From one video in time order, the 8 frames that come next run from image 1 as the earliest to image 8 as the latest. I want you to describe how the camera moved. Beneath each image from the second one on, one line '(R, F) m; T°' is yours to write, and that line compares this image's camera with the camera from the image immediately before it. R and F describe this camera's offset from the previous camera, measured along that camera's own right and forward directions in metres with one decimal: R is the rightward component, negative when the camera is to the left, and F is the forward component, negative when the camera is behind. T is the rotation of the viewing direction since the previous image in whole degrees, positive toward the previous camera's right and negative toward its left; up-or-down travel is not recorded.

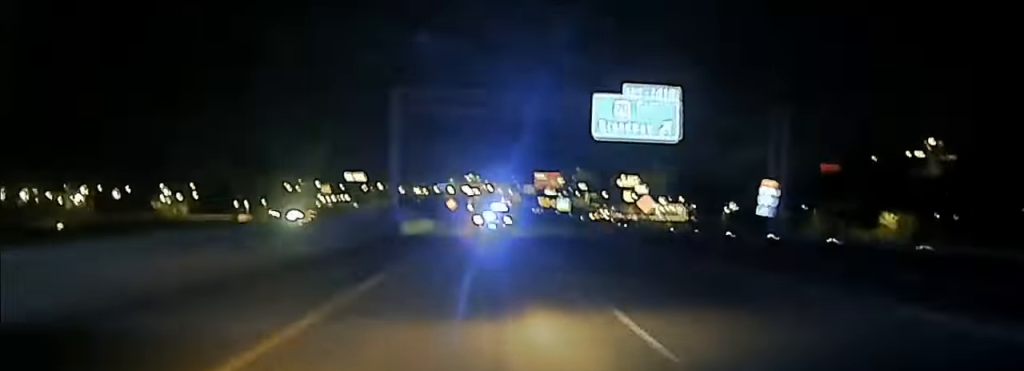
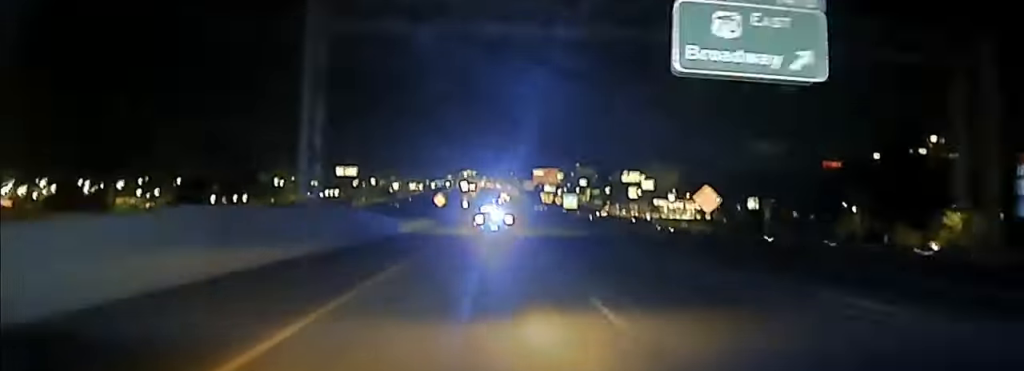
(0.0, +26.2) m; 0°
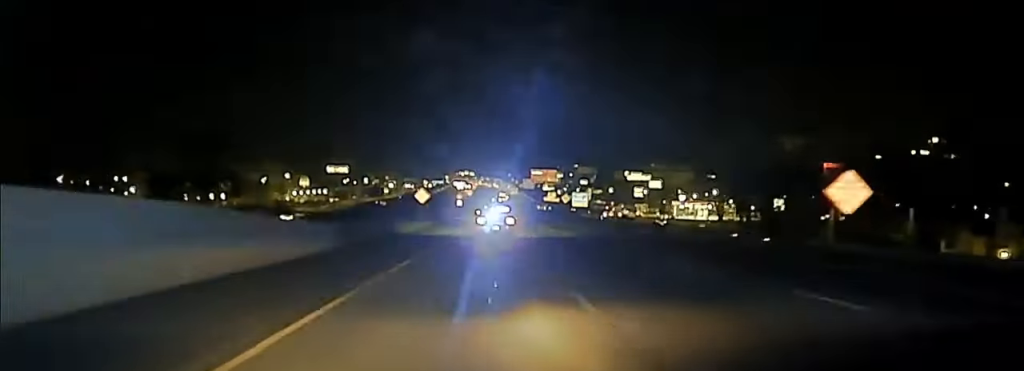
(+0.1, +23.4) m; 0°
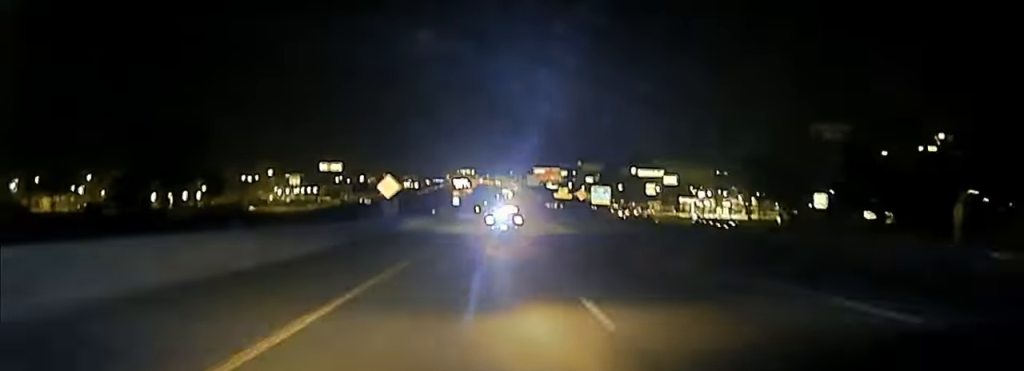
(+0.1, +26.9) m; 0°
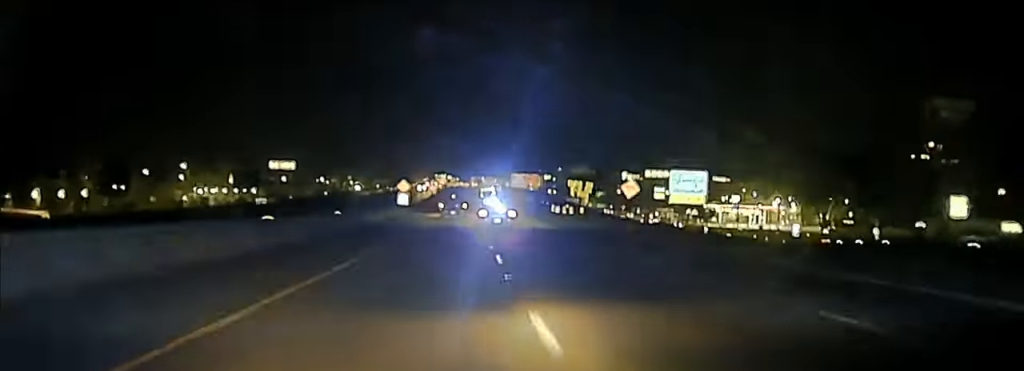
(+0.1, +62.7) m; +1°
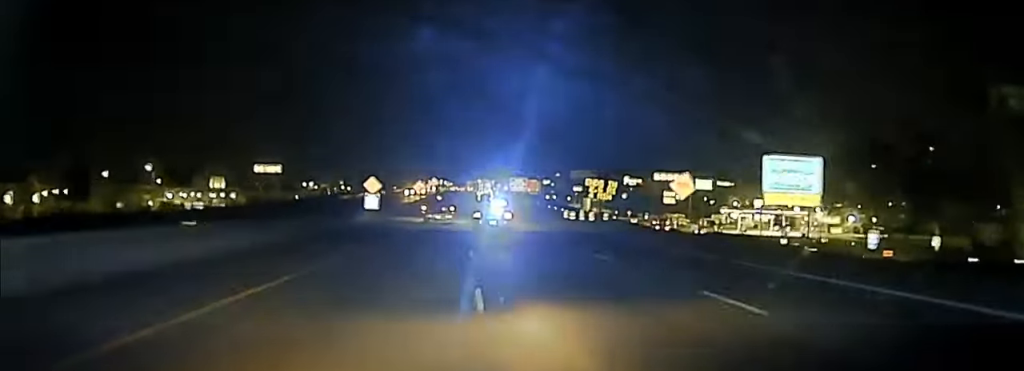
(+0.1, +21.1) m; 0°
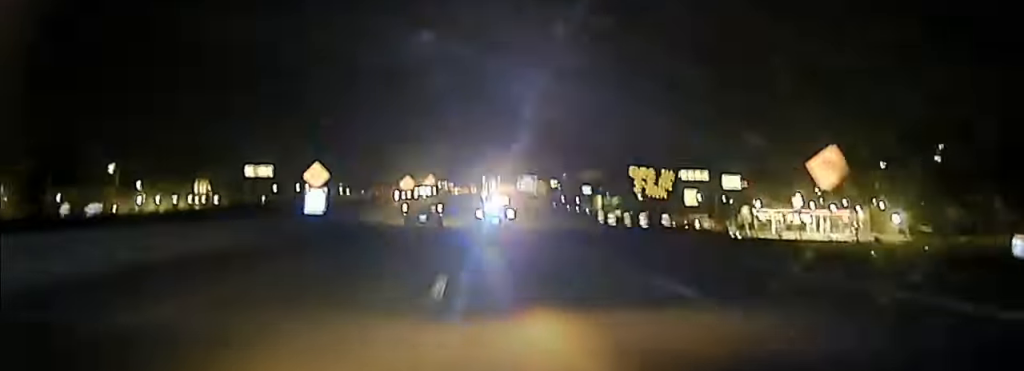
(0.0, +24.6) m; 0°
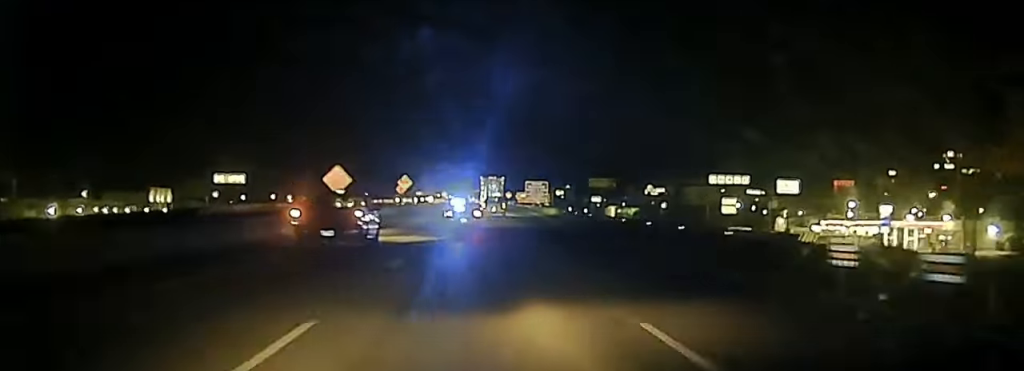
(+0.2, +42.5) m; 0°
